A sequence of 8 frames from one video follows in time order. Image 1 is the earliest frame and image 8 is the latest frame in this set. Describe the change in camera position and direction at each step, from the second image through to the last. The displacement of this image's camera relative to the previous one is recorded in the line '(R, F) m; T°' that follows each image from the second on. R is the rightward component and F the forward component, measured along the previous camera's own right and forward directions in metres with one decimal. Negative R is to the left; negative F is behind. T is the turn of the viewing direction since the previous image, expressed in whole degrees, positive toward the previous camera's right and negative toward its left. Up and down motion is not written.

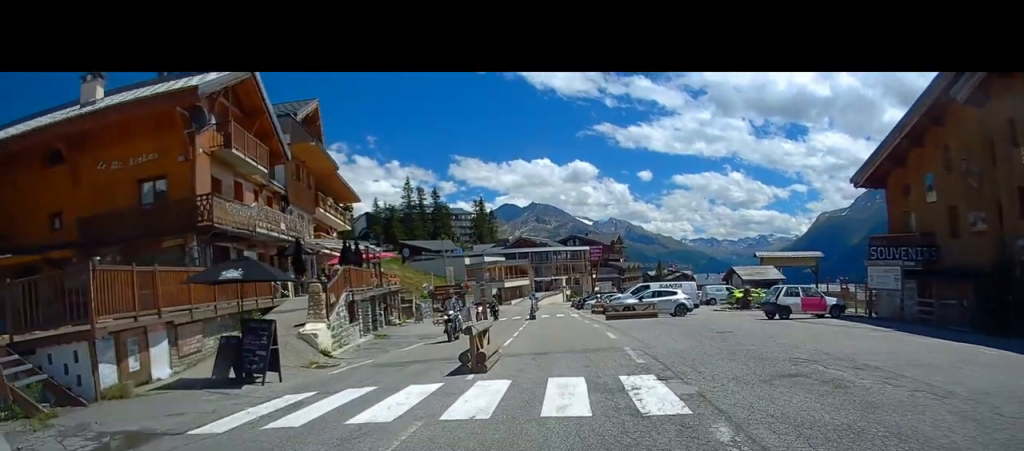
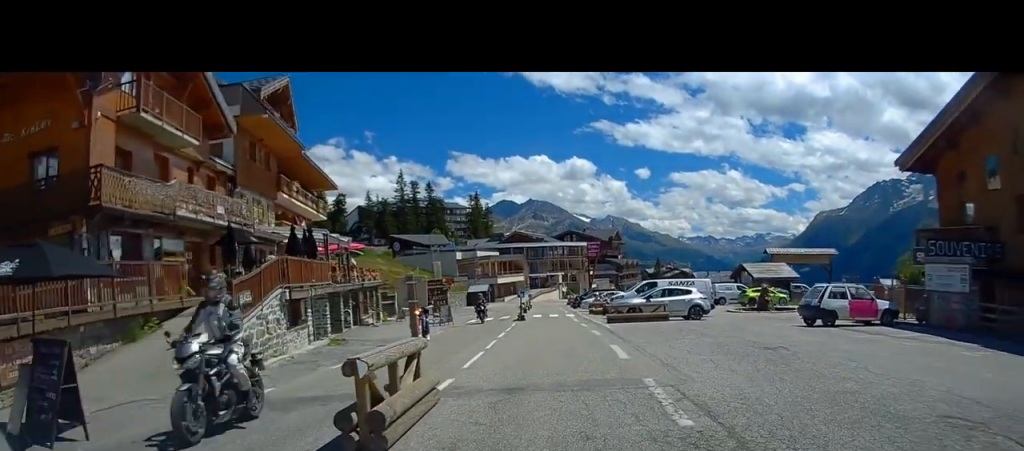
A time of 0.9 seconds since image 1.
(-0.2, +5.3) m; 0°
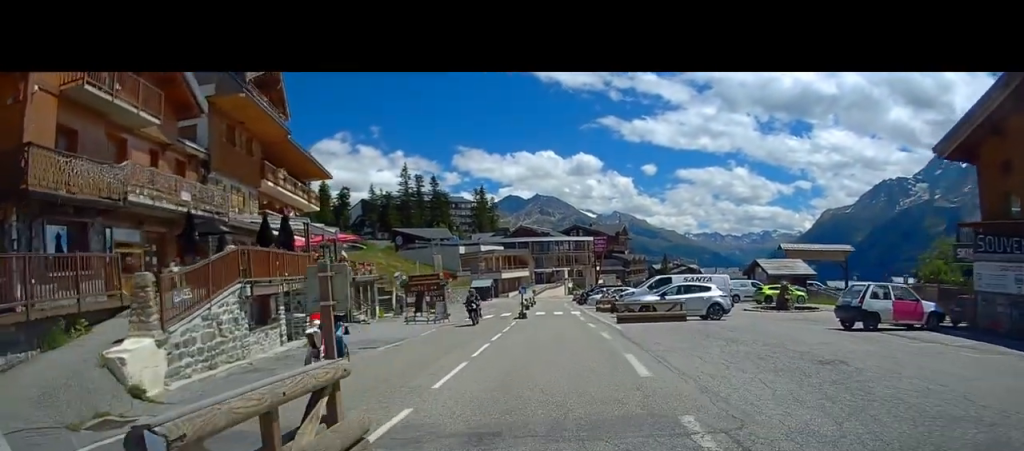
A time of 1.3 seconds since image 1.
(+0.1, +2.8) m; 0°
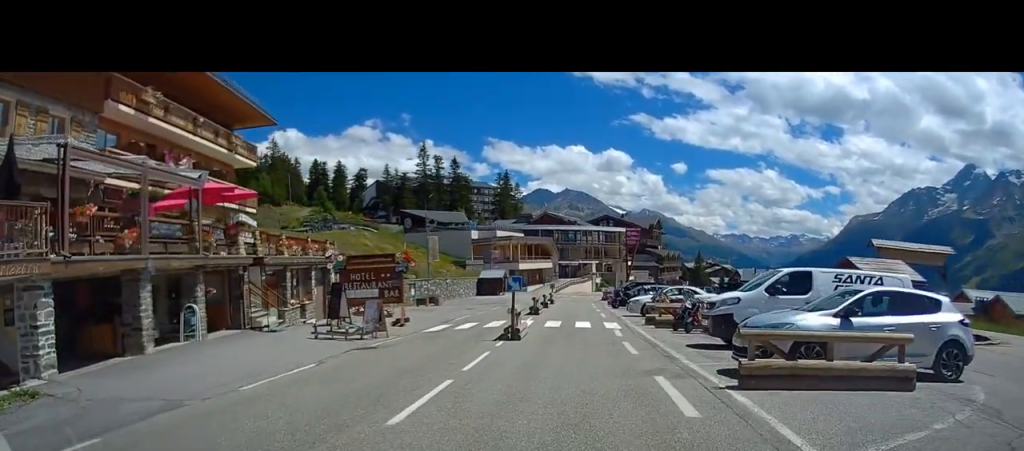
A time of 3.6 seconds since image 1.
(-0.3, +14.9) m; -2°
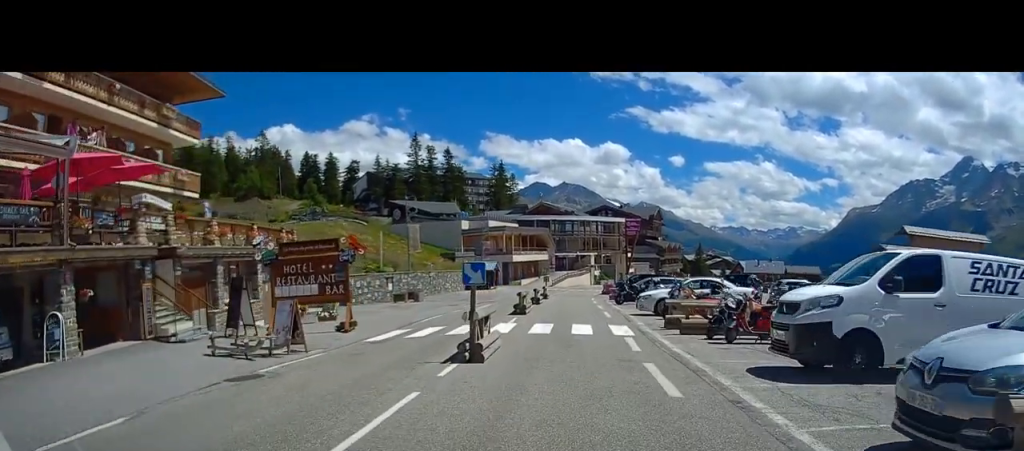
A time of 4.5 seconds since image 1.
(0.0, +5.6) m; 0°
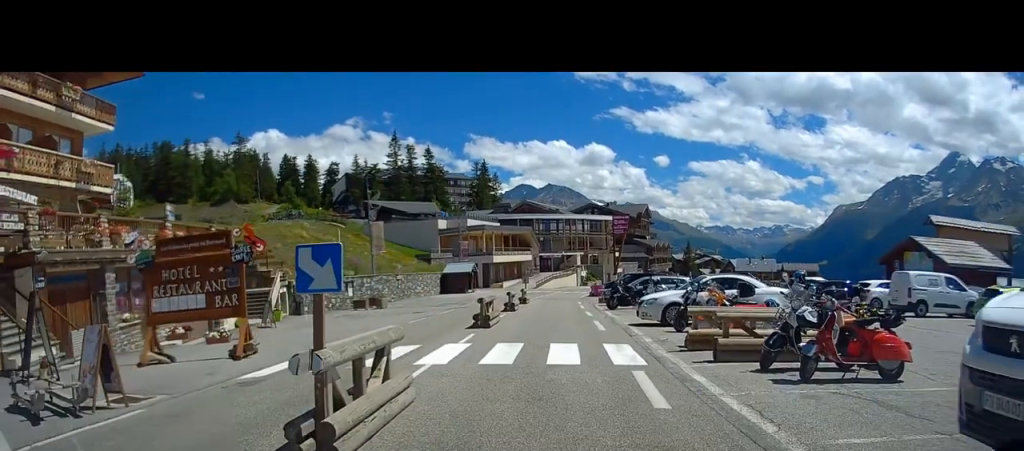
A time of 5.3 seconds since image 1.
(0.0, +5.5) m; +1°
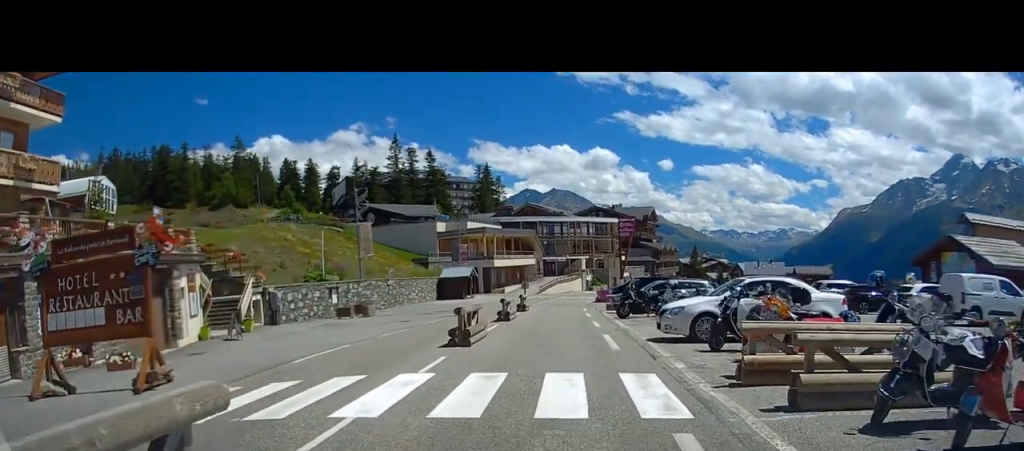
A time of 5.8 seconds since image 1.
(-0.1, +3.6) m; +1°
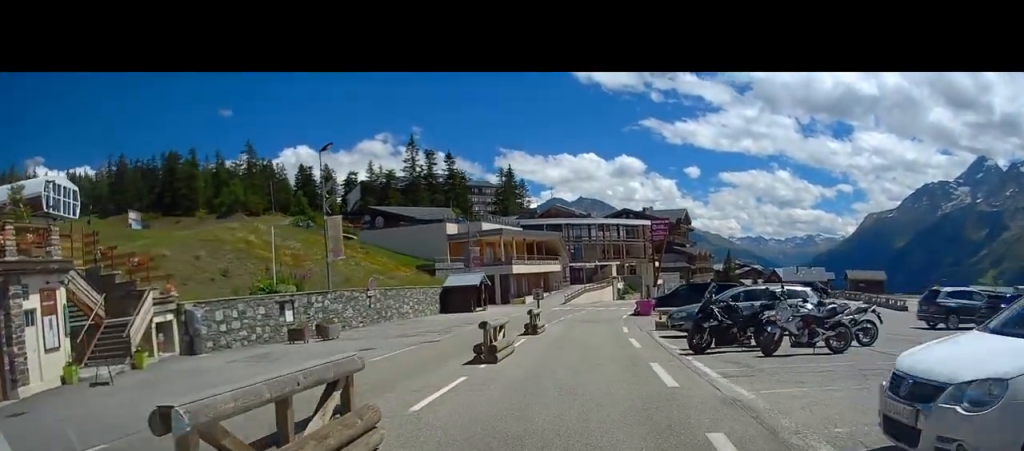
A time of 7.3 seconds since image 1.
(+0.6, +10.1) m; +5°
